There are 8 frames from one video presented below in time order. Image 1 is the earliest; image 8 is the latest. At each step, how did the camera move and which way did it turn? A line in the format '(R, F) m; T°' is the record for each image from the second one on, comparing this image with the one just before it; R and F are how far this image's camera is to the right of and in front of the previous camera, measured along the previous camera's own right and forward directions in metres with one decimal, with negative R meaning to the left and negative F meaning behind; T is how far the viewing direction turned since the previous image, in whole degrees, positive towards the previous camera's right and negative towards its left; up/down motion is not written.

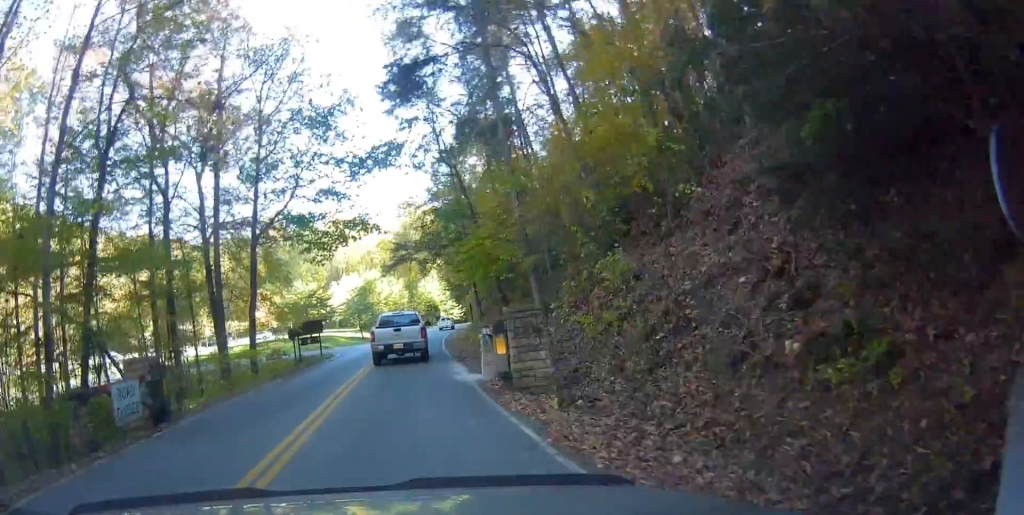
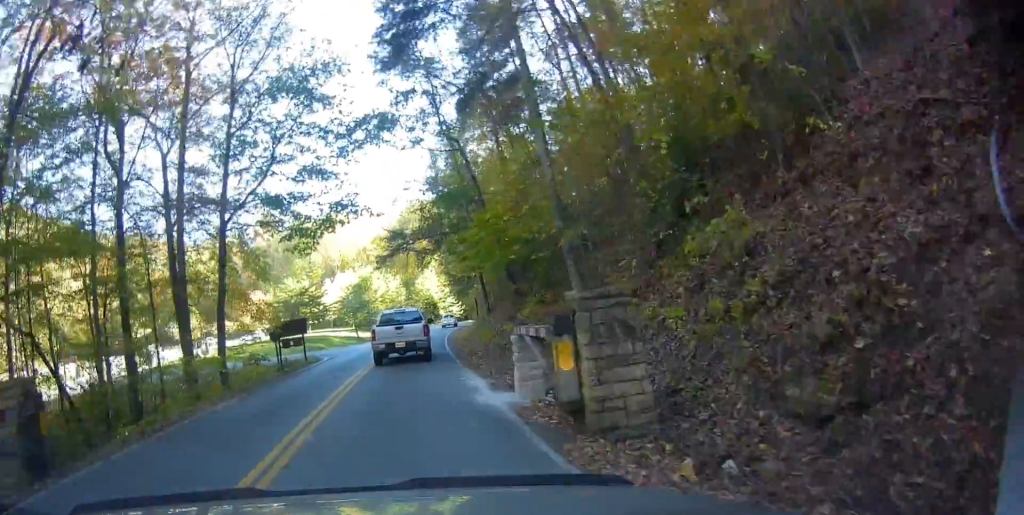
(+0.5, +4.8) m; +1°
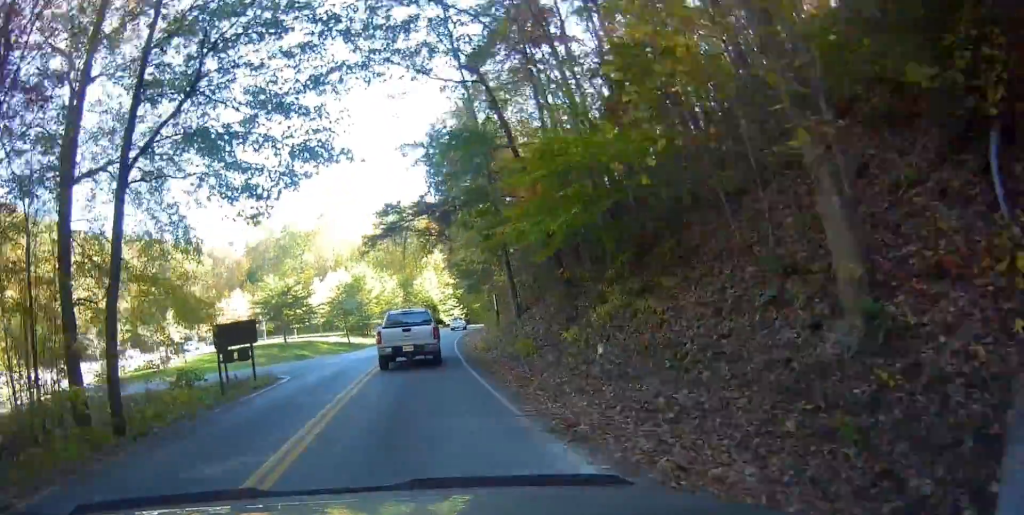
(0.0, +10.5) m; -2°
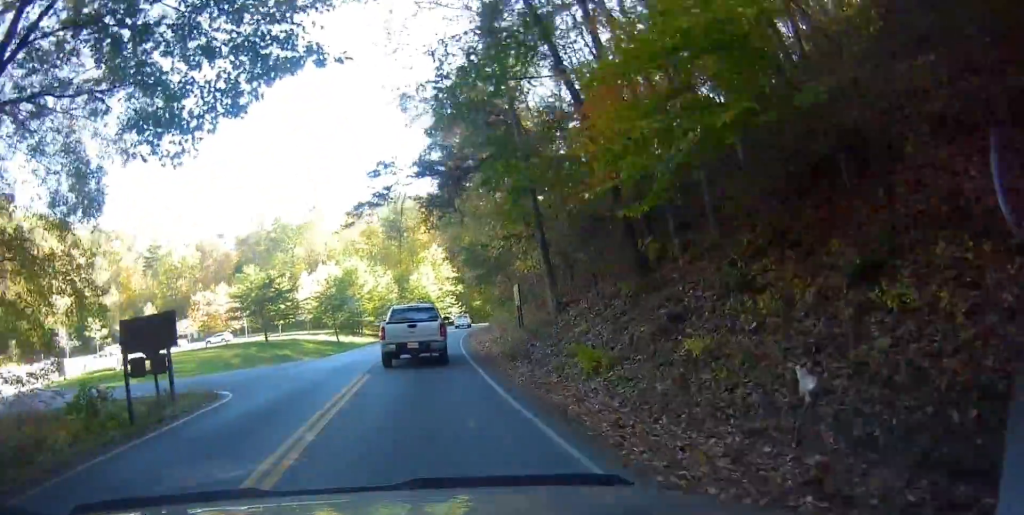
(-0.3, +8.1) m; -3°
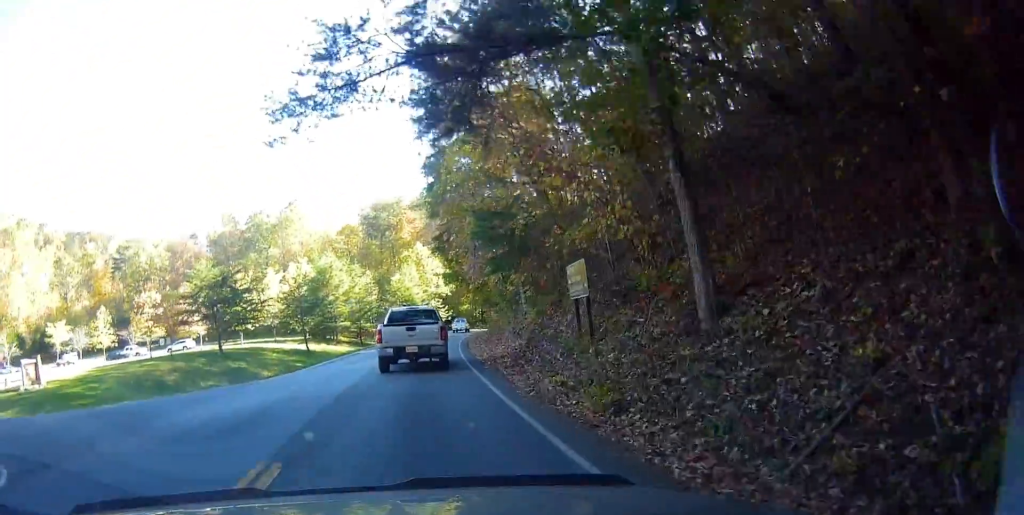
(-0.4, +12.3) m; -1°
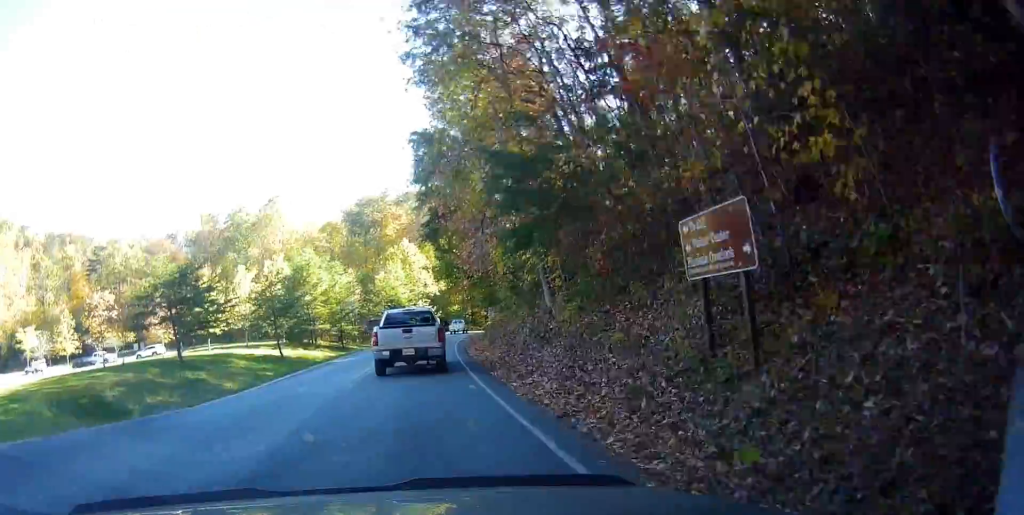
(-0.1, +8.3) m; +3°
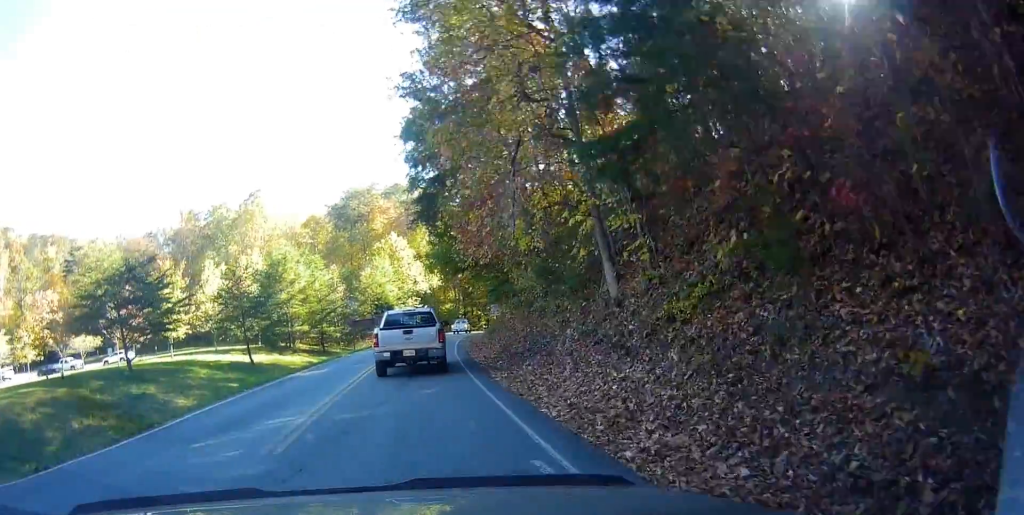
(+0.6, +8.8) m; +6°
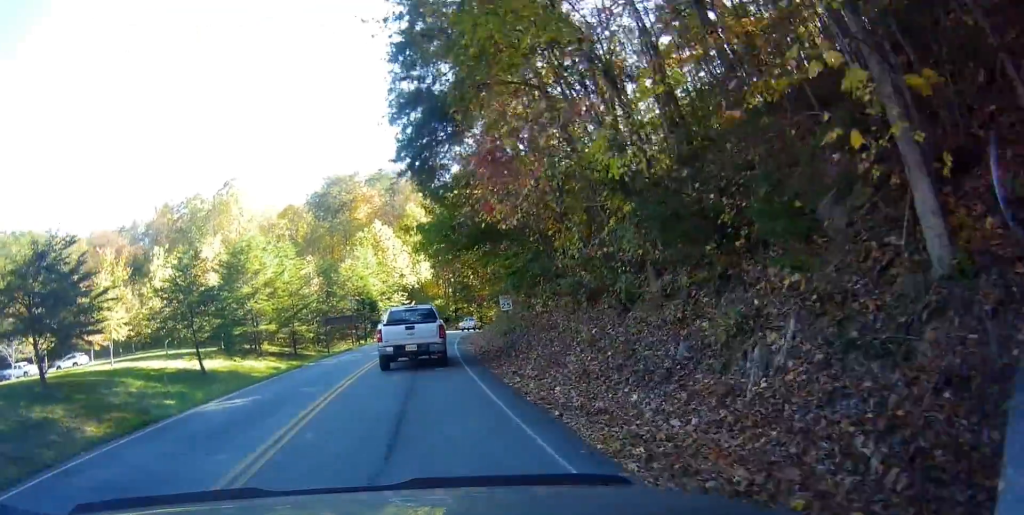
(+0.4, +11.0) m; +2°
